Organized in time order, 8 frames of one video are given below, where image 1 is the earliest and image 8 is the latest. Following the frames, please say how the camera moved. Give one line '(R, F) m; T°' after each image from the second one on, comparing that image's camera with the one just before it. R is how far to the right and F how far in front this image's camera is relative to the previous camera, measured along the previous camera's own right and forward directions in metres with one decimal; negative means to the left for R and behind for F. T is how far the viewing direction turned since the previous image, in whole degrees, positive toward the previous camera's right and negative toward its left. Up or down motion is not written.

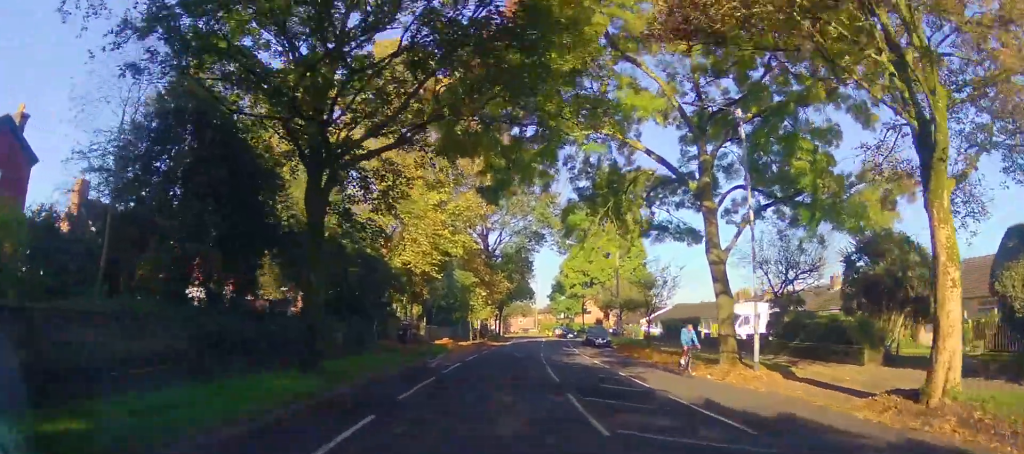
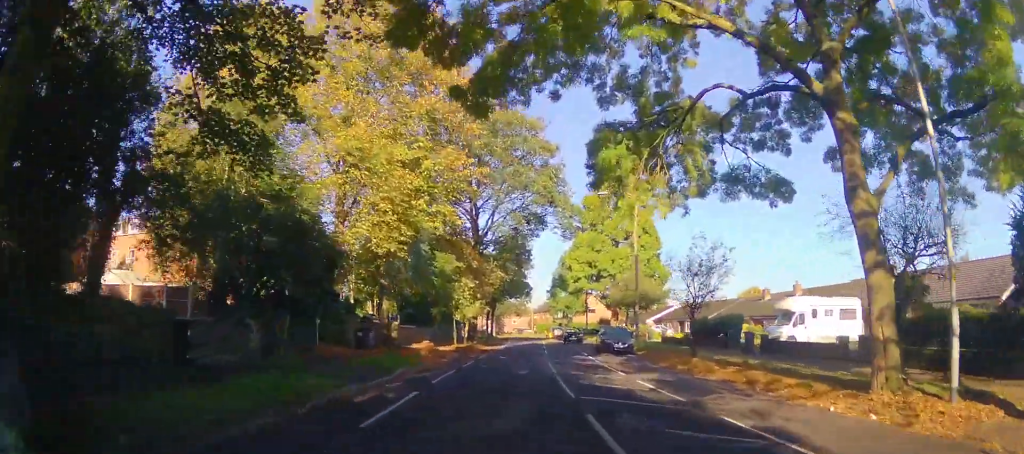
(0.0, +8.2) m; +1°
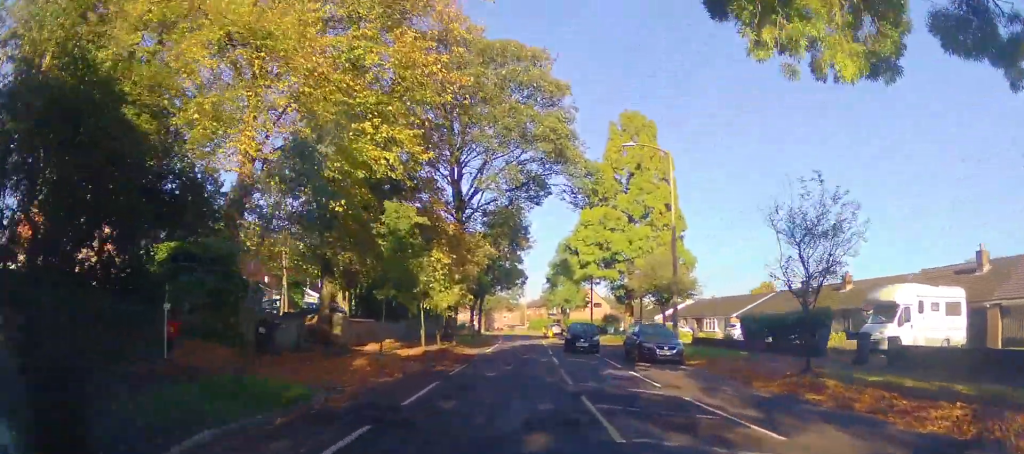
(+0.2, +10.1) m; +2°
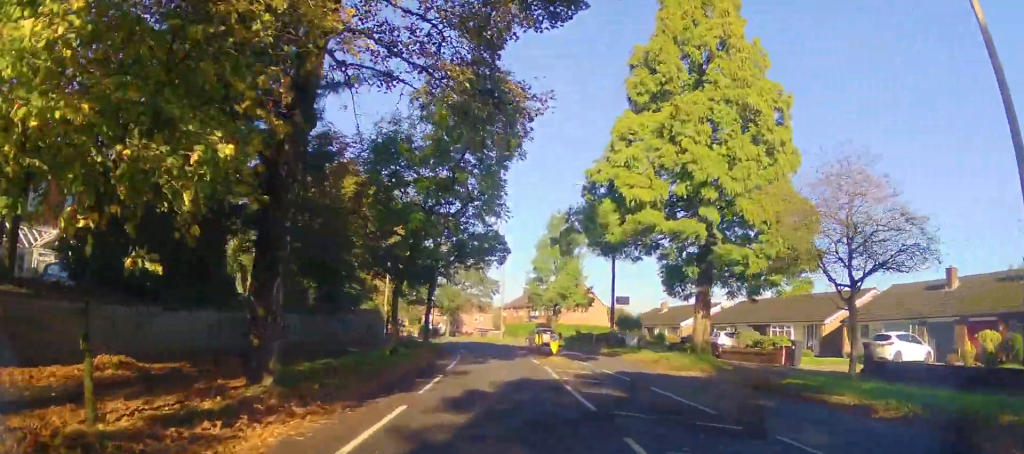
(+0.8, +23.2) m; +4°
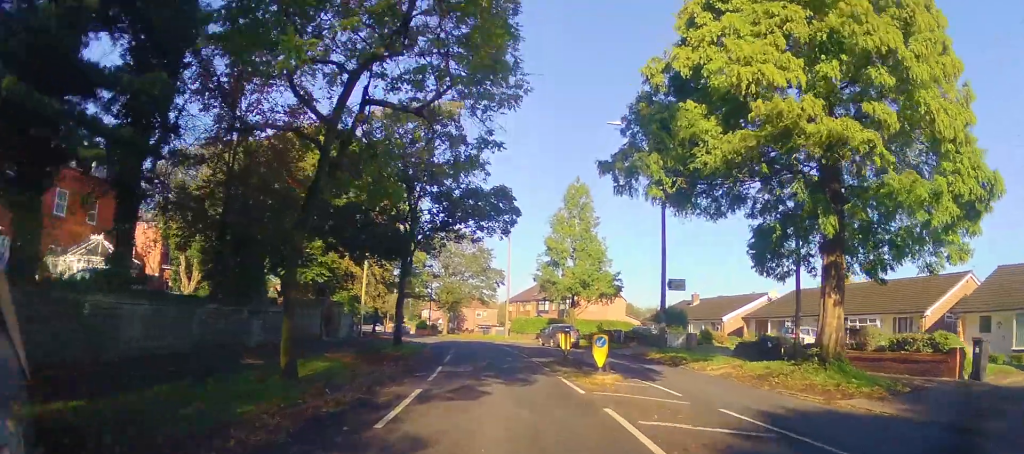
(+0.1, +10.7) m; 0°
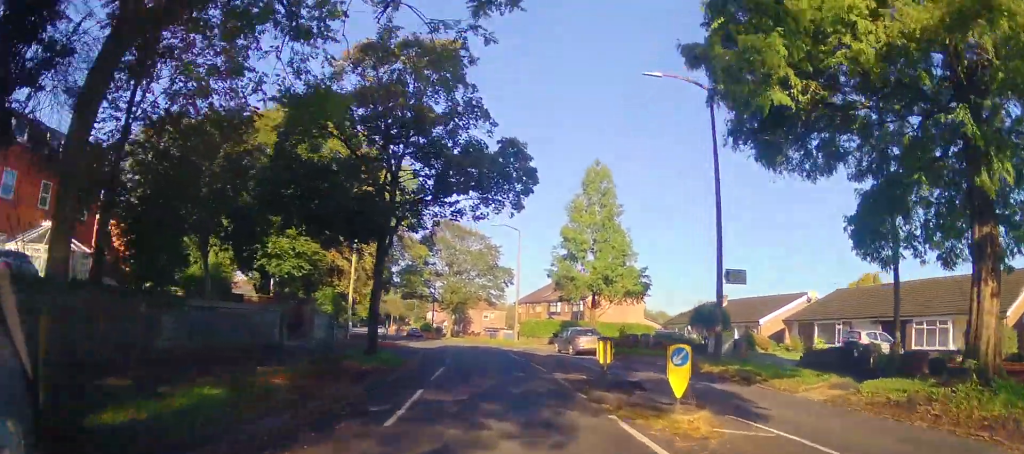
(0.0, +6.0) m; 0°
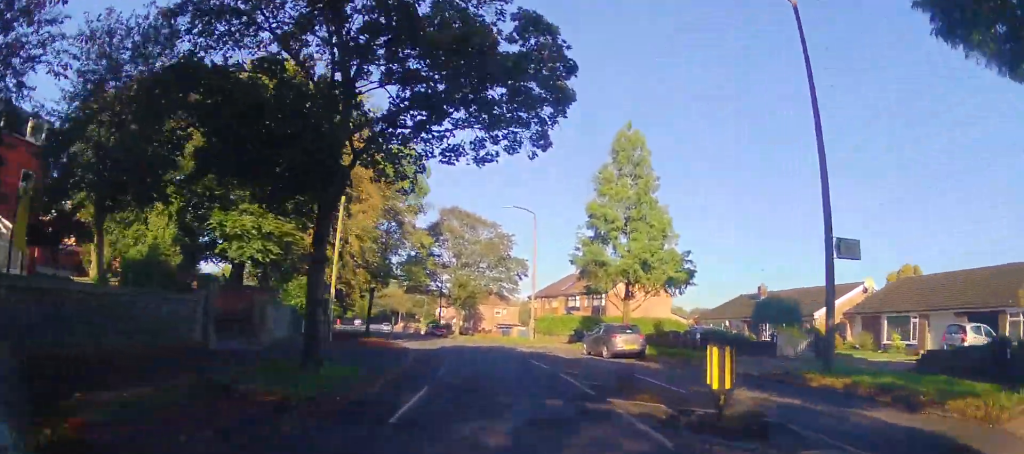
(0.0, +6.6) m; 0°
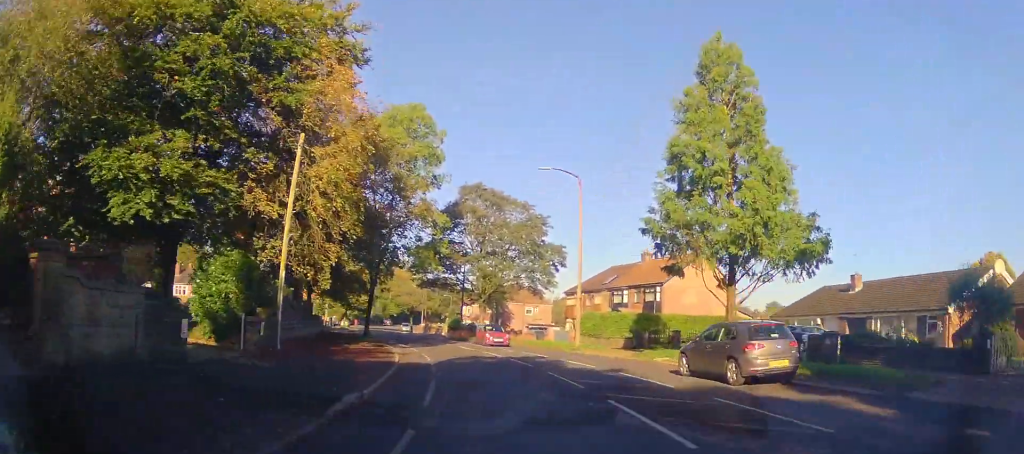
(0.0, +11.2) m; -1°
